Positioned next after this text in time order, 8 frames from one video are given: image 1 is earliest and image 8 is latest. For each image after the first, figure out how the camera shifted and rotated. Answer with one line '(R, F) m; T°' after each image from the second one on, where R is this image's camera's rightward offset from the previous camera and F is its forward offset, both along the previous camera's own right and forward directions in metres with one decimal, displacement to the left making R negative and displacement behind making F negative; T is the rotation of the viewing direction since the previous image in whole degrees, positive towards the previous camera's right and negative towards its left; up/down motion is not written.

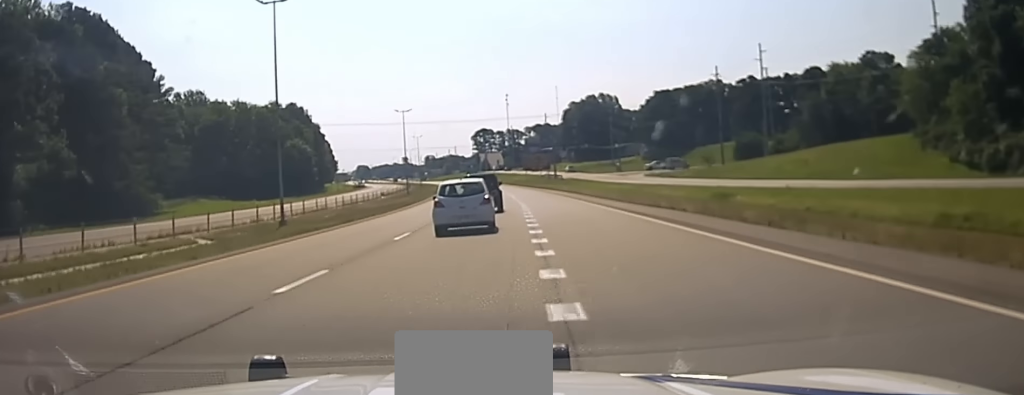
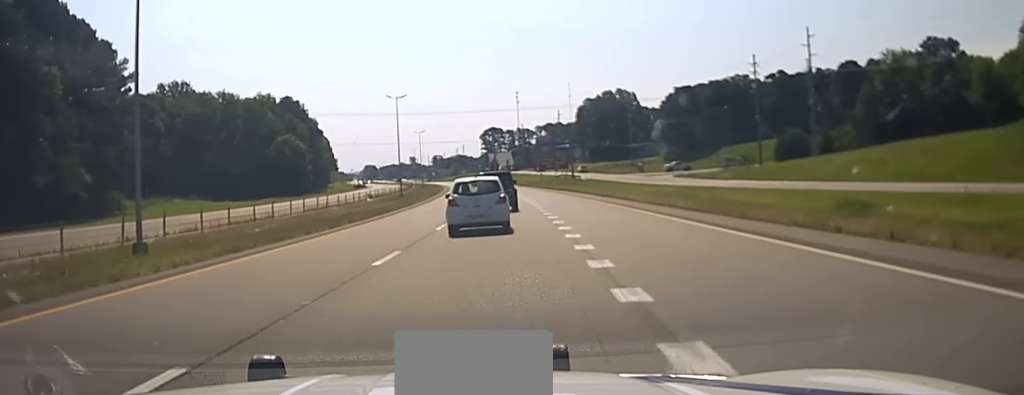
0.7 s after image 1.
(-0.2, +20.0) m; -1°
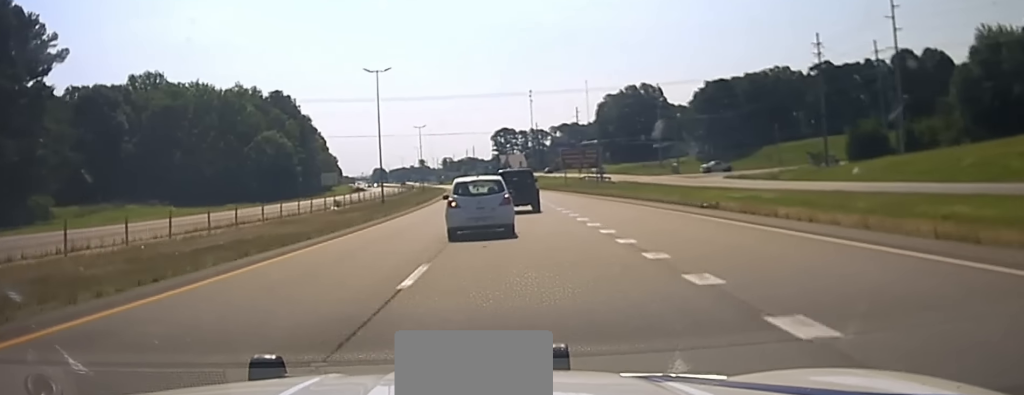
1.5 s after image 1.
(-0.1, +27.5) m; 0°
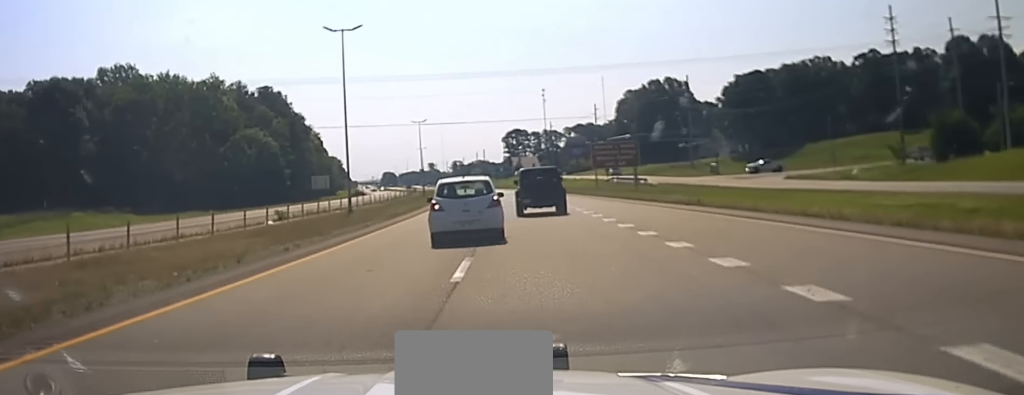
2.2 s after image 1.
(0.0, +23.3) m; 0°
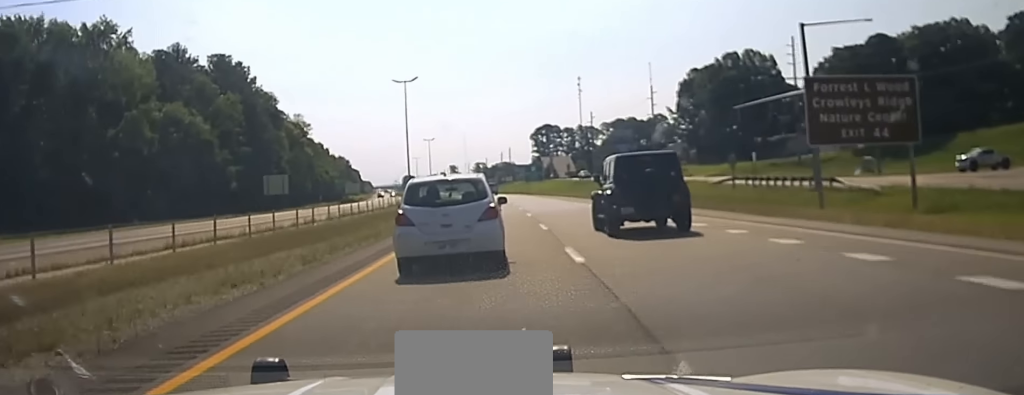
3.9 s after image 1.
(-0.2, +60.3) m; -2°
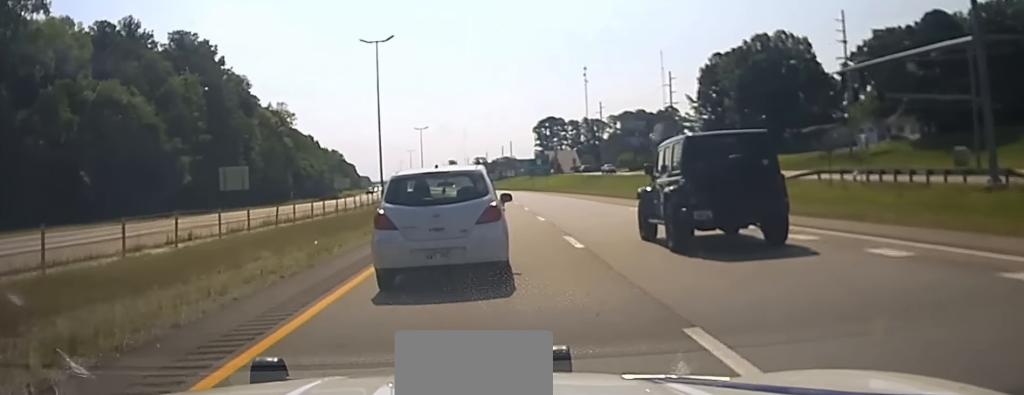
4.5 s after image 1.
(-0.5, +20.9) m; -1°
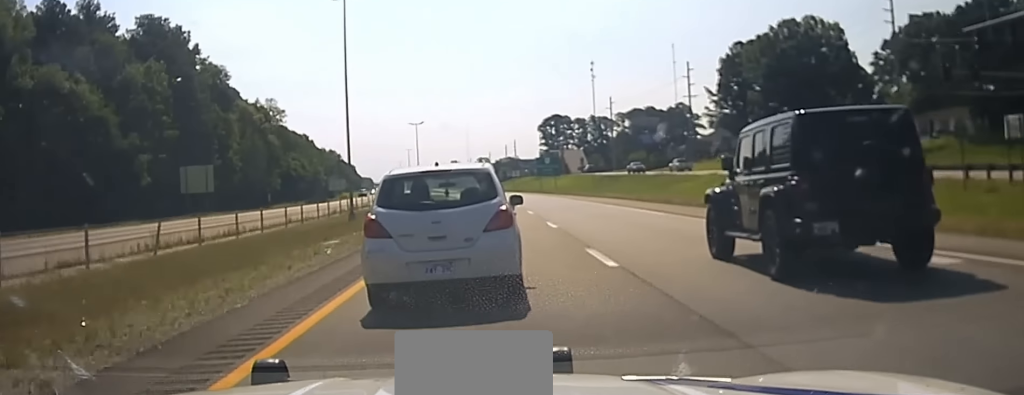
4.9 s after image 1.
(-0.1, +14.7) m; -1°
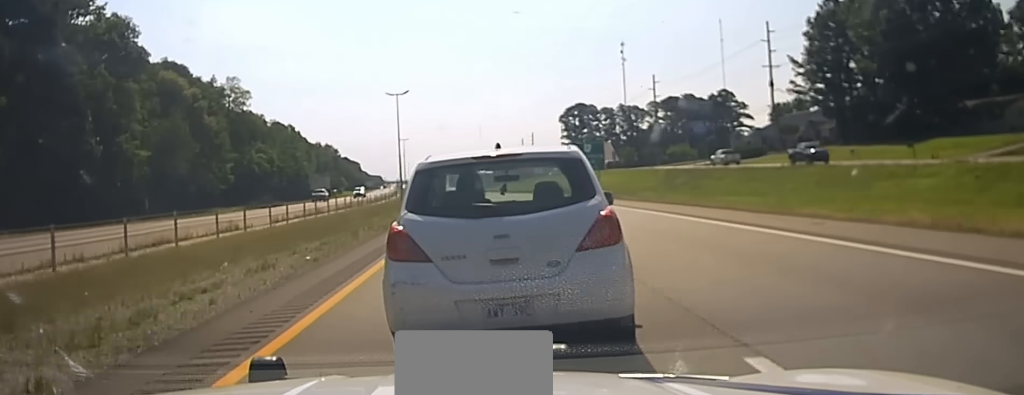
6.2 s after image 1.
(0.0, +47.1) m; 0°
